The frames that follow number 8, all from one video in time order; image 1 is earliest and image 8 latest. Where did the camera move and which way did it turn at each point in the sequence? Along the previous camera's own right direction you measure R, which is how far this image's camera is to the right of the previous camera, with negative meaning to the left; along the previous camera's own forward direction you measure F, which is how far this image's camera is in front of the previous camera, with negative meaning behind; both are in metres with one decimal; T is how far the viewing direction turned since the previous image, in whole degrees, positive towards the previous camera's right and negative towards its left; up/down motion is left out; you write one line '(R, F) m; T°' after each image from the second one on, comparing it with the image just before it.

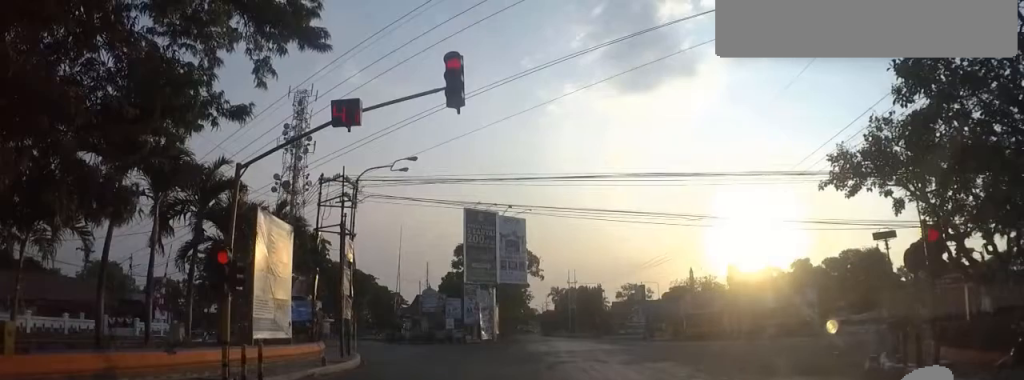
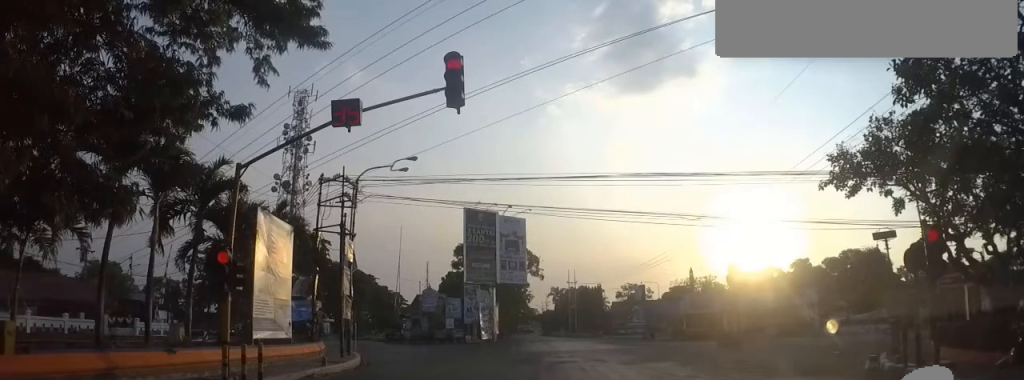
(0.0, 0.0) m; 0°
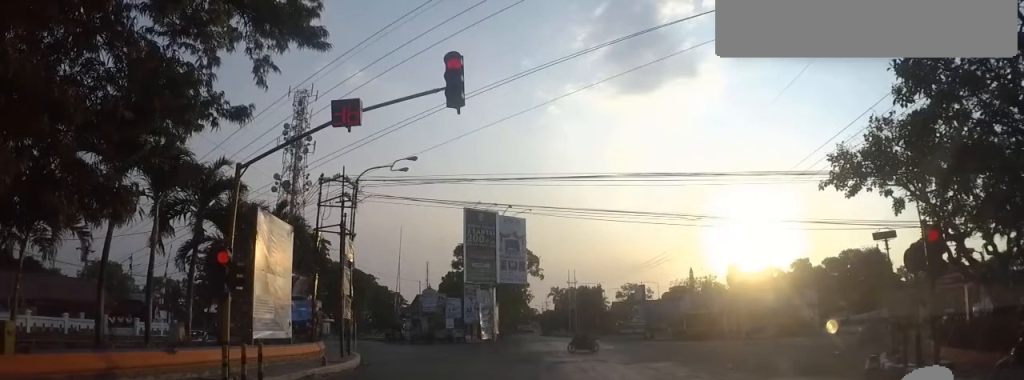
(0.0, 0.0) m; 0°
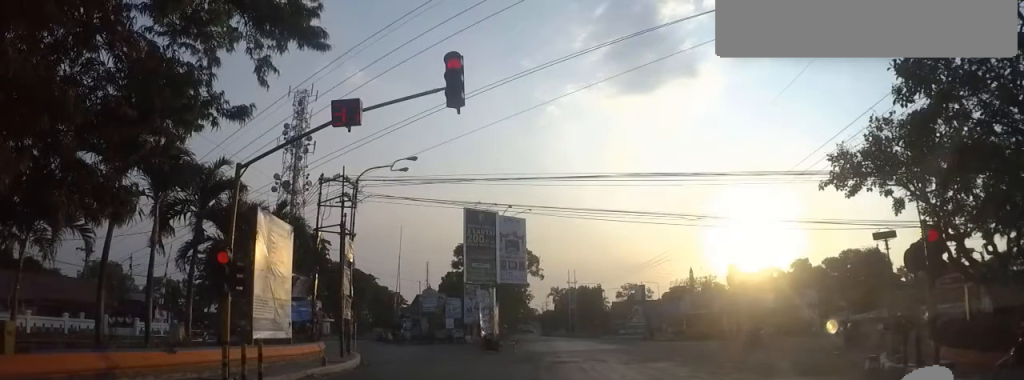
(0.0, 0.0) m; 0°
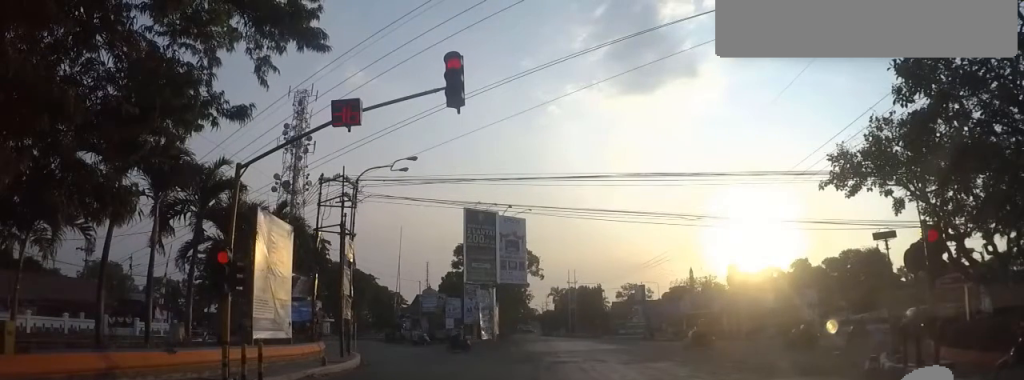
(0.0, 0.0) m; 0°
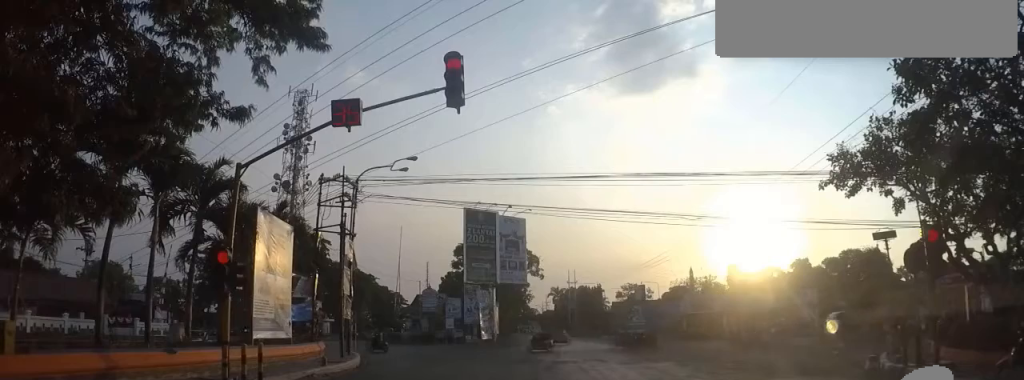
(0.0, 0.0) m; 0°
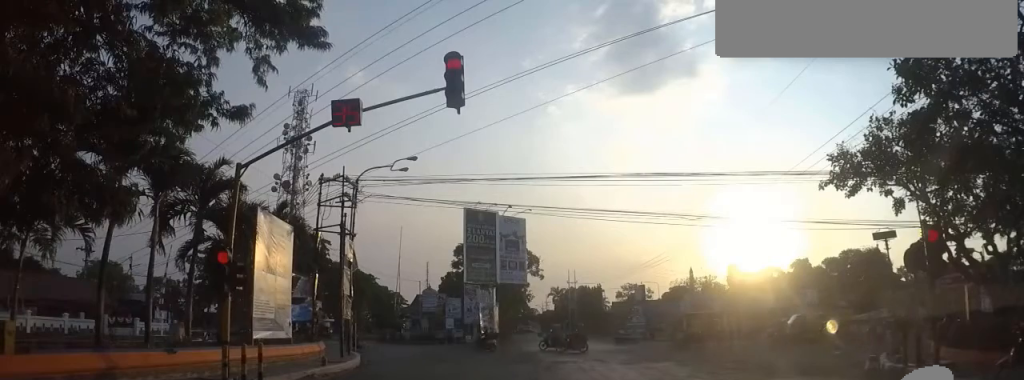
(0.0, 0.0) m; 0°
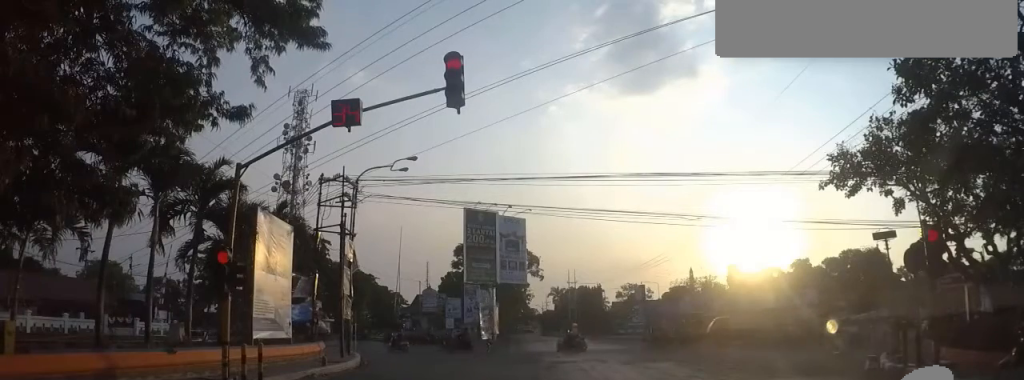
(0.0, 0.0) m; 0°
